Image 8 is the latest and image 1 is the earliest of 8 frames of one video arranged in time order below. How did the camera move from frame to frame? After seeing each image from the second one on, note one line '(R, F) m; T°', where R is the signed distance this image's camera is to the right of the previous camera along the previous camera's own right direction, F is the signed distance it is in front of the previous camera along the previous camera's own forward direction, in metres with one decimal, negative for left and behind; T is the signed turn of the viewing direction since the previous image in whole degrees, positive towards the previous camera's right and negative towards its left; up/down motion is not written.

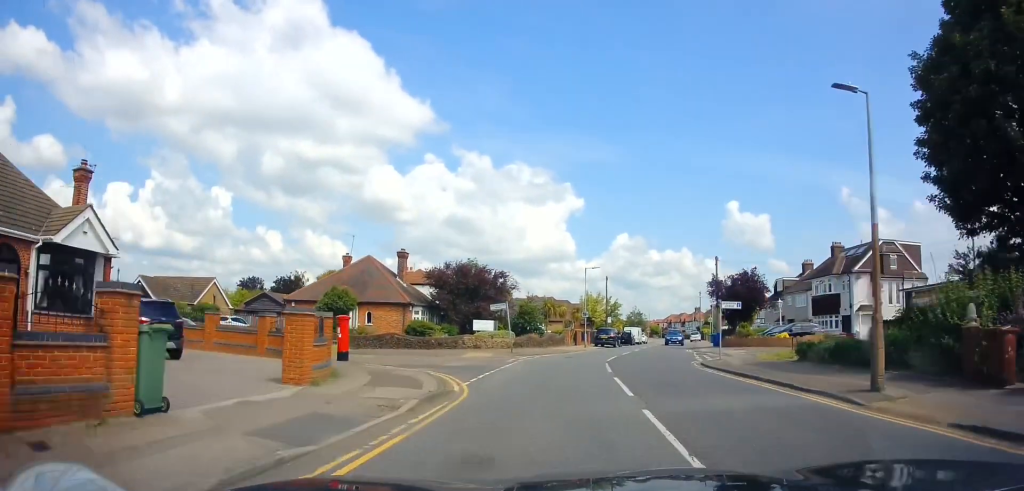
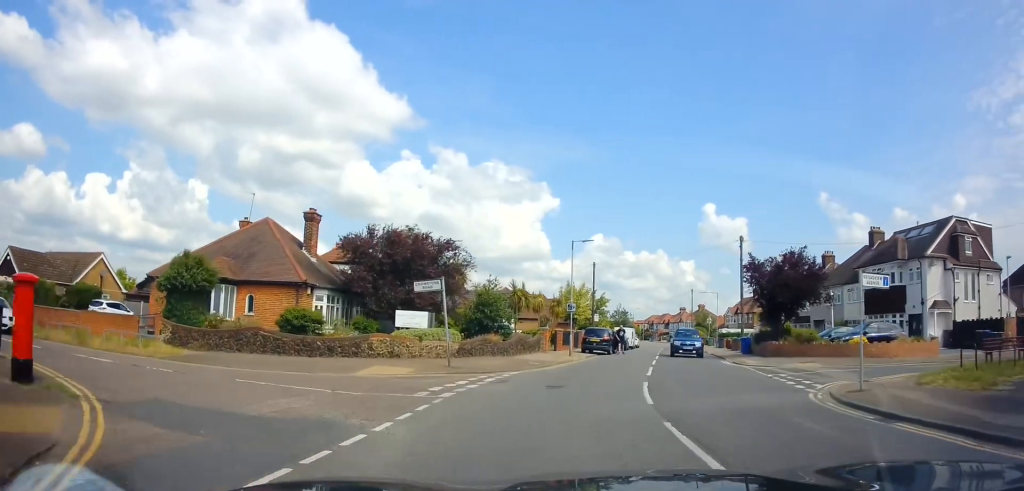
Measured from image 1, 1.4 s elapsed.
(0.0, +12.7) m; 0°
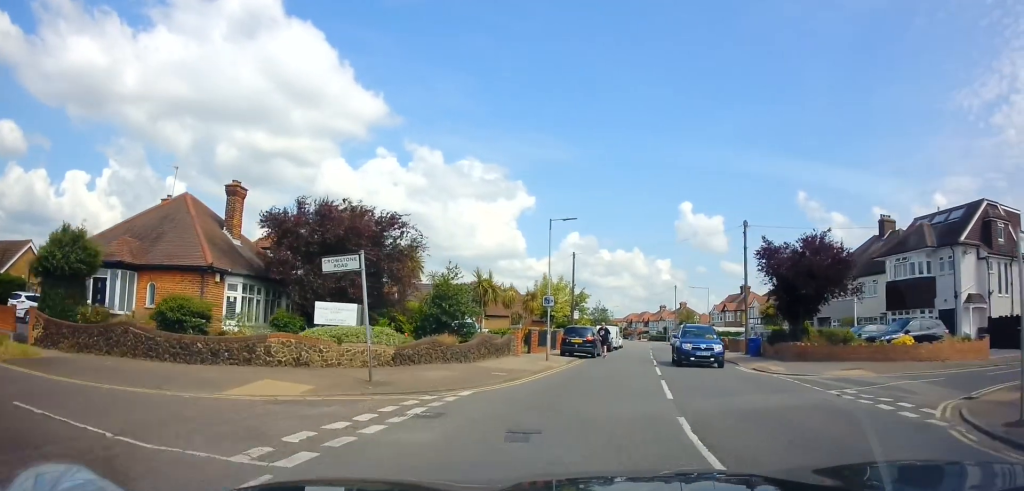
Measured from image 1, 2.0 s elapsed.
(0.0, +5.9) m; +1°
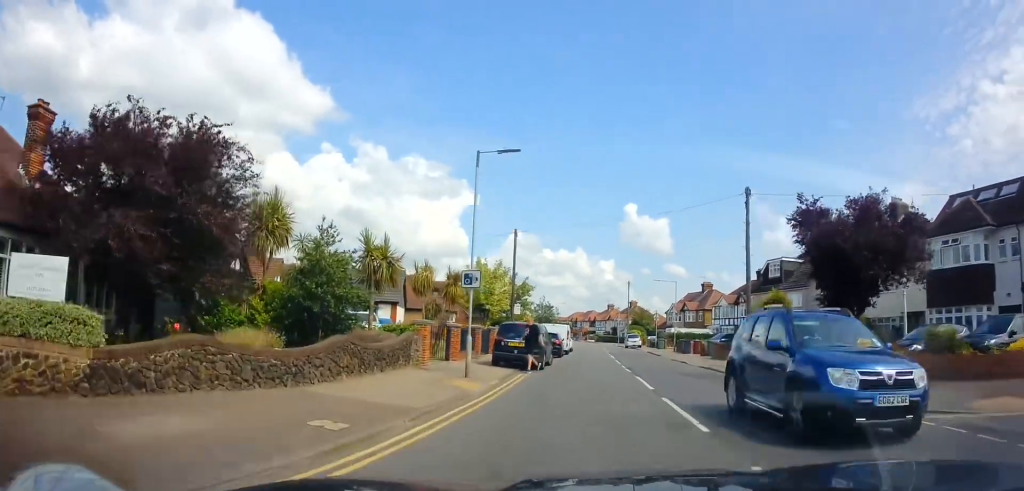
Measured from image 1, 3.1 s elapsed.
(+0.3, +9.1) m; +7°
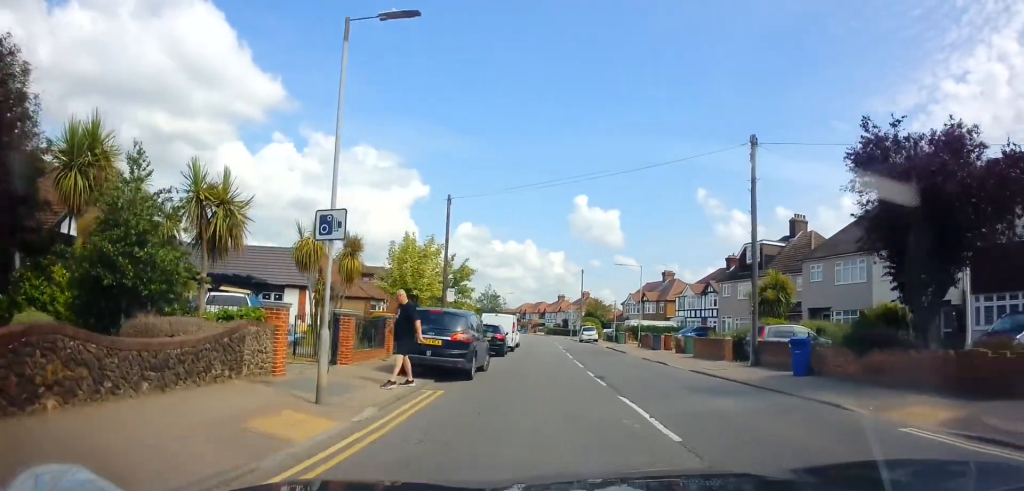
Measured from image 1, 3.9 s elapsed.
(+0.5, +6.7) m; +4°
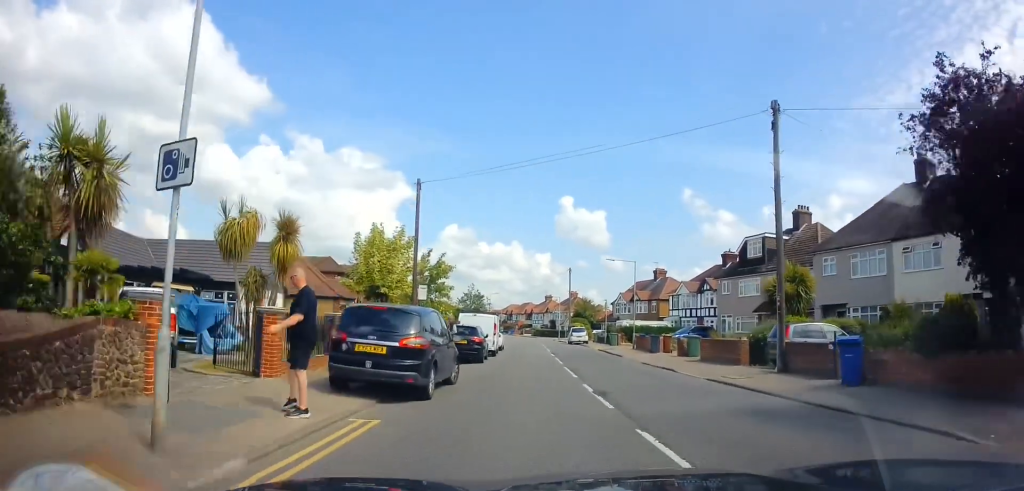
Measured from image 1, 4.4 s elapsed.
(+0.1, +3.5) m; +2°
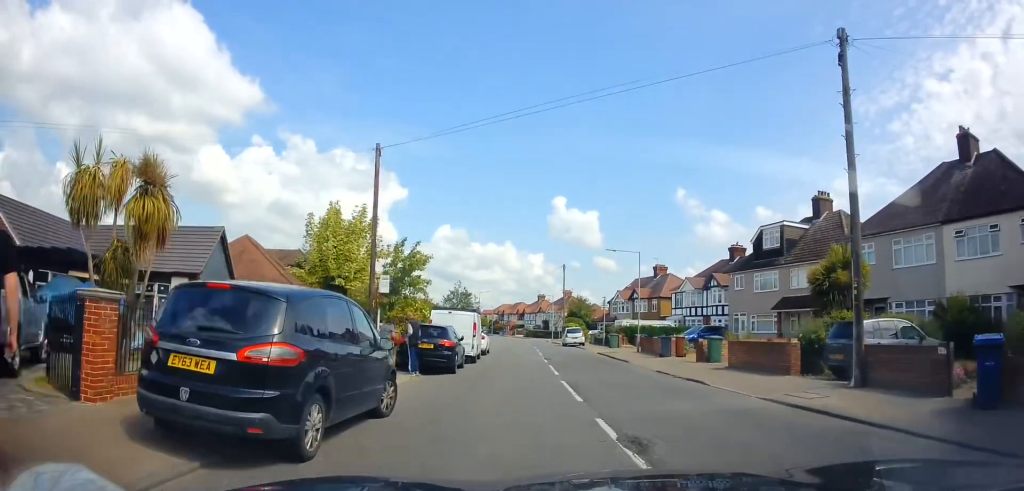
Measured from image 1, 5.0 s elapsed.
(0.0, +4.8) m; +1°
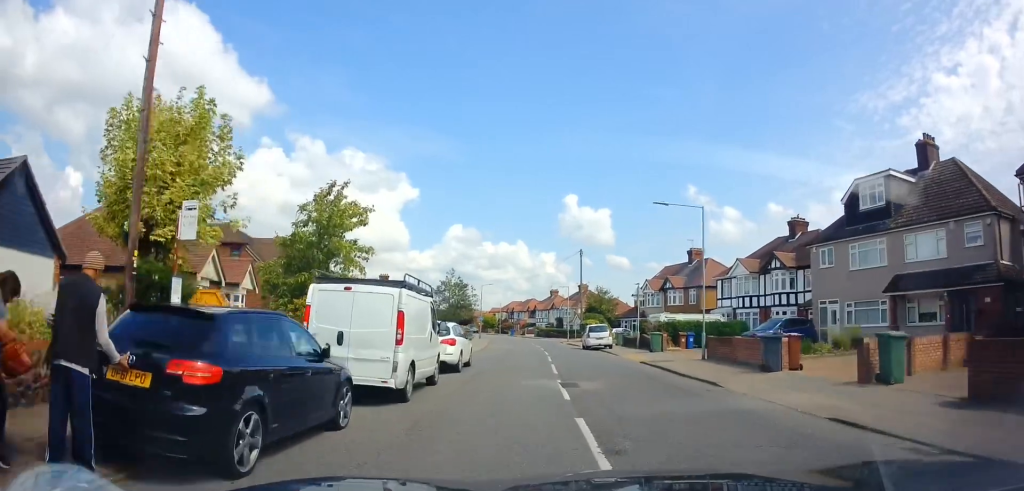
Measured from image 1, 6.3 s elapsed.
(+0.2, +11.7) m; -1°
